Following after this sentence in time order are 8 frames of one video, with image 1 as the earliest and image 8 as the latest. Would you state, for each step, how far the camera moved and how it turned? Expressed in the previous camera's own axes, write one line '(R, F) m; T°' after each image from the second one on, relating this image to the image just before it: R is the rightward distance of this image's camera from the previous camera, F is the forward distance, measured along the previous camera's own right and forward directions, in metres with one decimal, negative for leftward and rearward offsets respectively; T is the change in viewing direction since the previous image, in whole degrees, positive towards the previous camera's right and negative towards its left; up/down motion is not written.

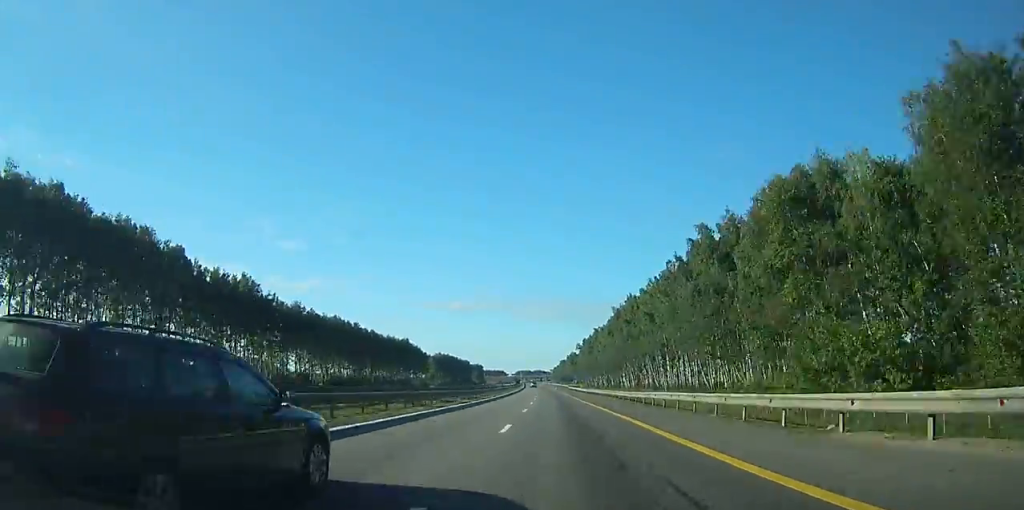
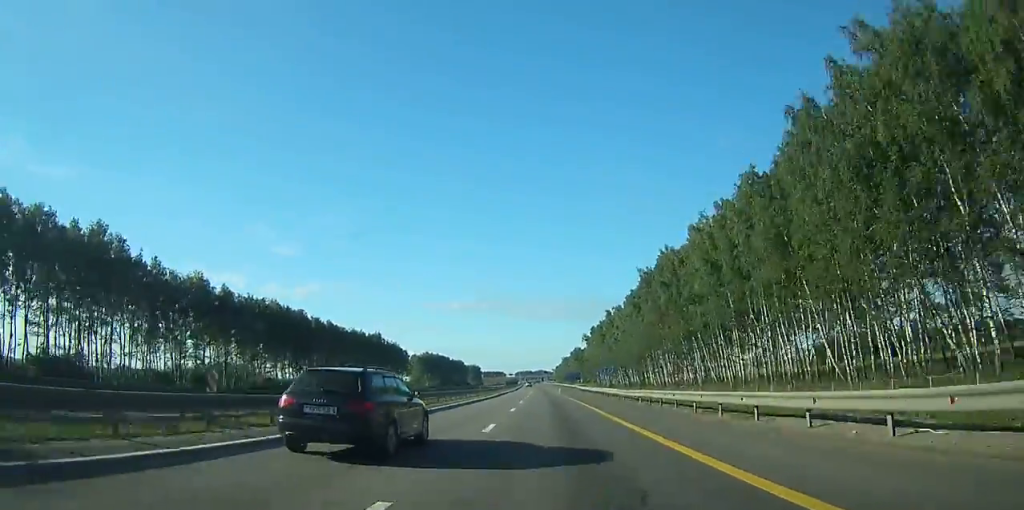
(-4.7, +49.7) m; -2°
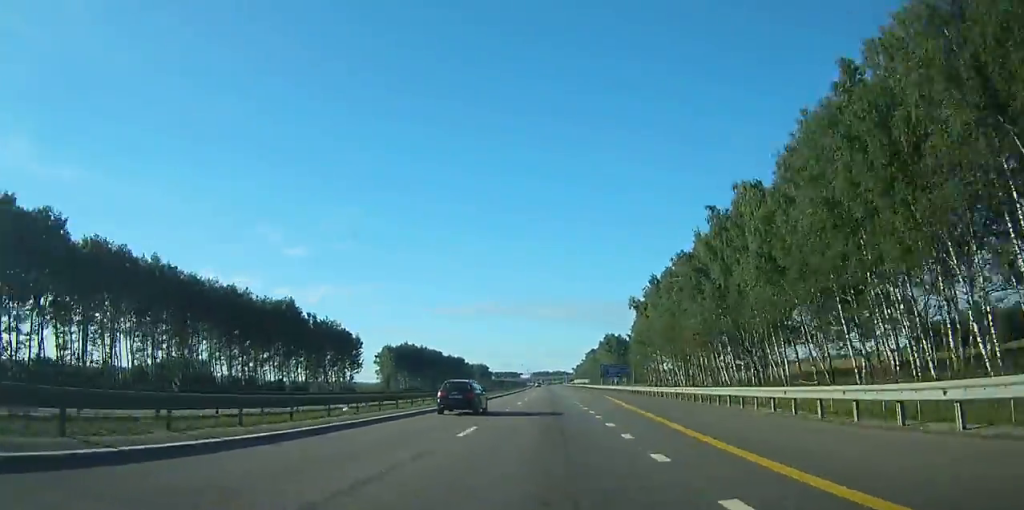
(-5.1, +97.4) m; -2°
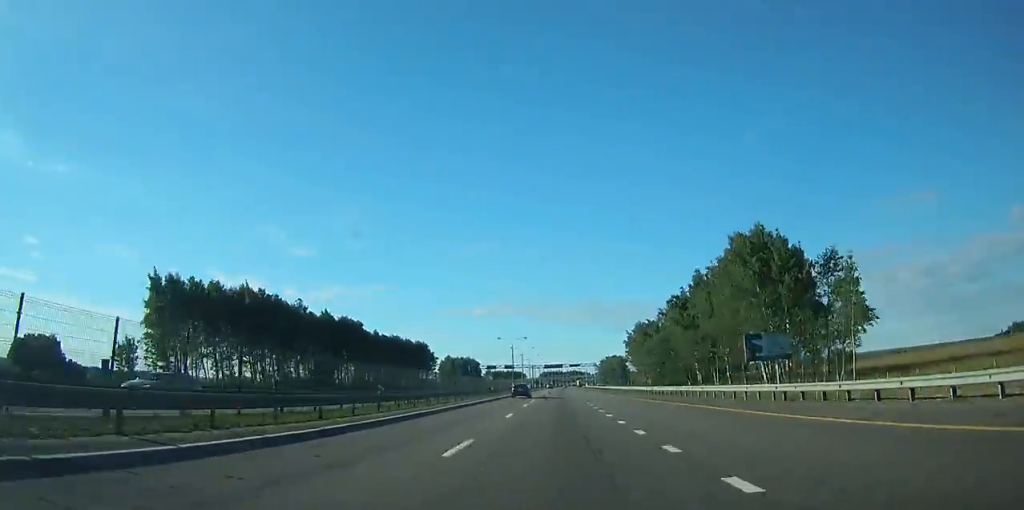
(+3.8, +155.4) m; +2°
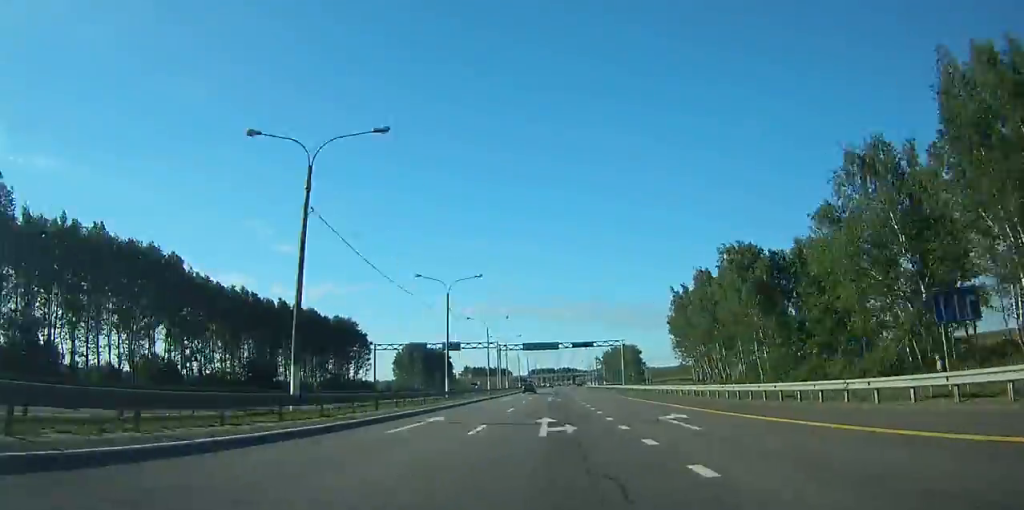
(+0.3, +91.4) m; 0°
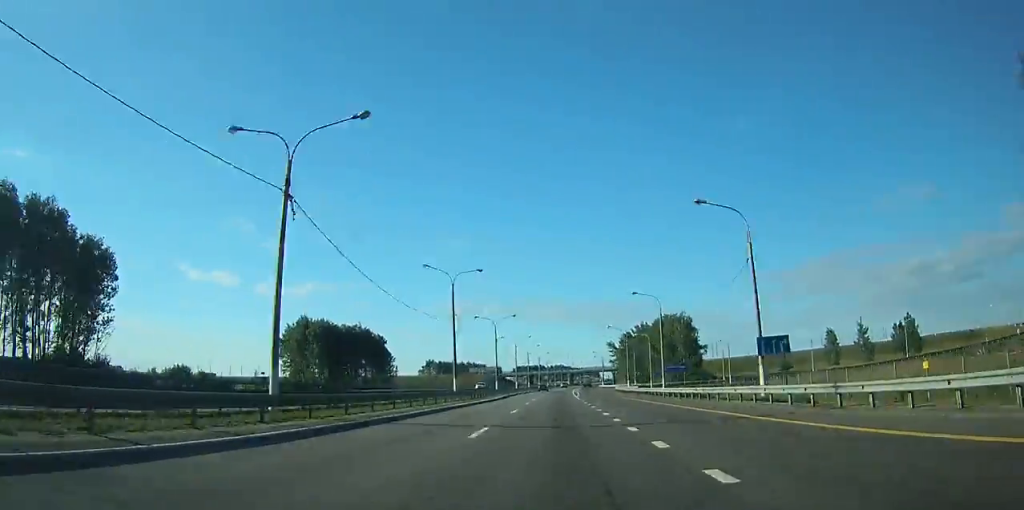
(+0.6, +117.2) m; +1°
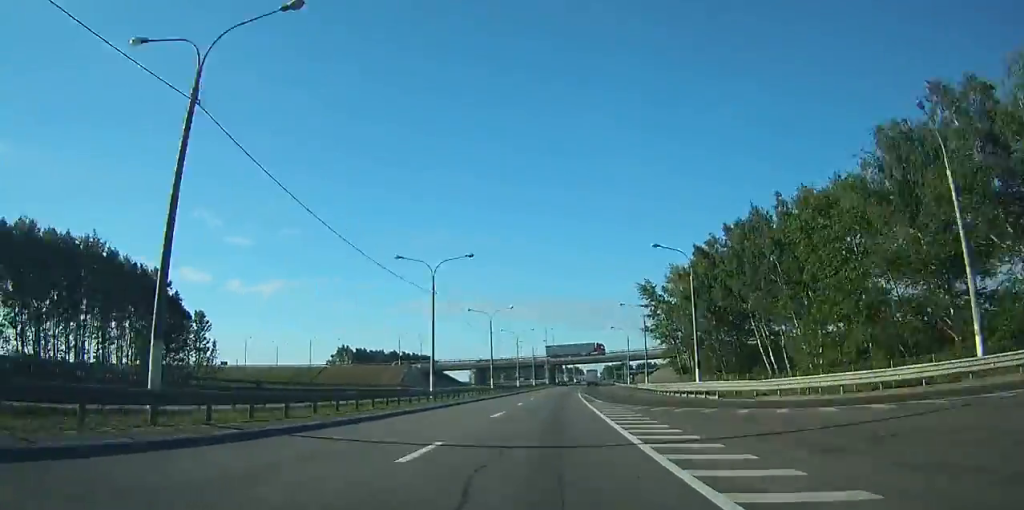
(+2.6, +117.9) m; +3°
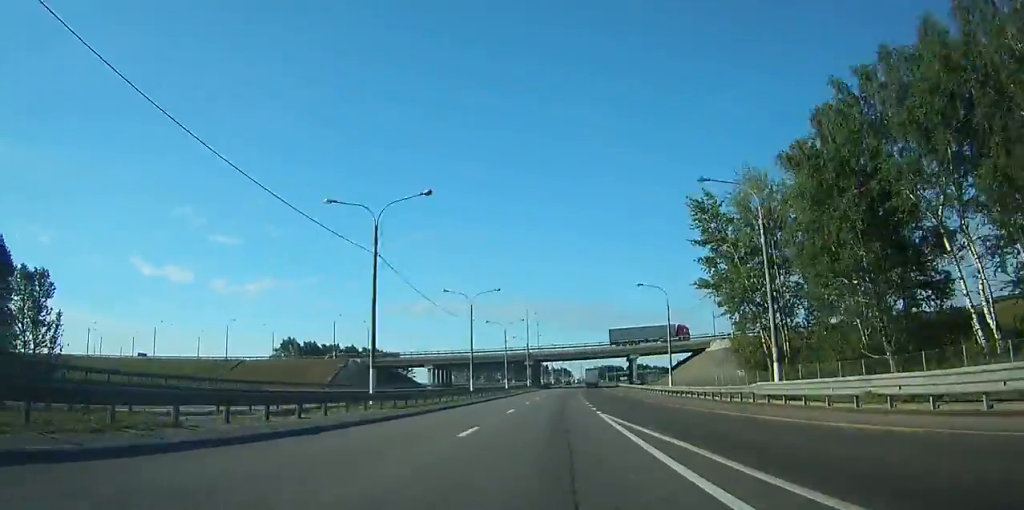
(+0.5, +40.3) m; +1°
